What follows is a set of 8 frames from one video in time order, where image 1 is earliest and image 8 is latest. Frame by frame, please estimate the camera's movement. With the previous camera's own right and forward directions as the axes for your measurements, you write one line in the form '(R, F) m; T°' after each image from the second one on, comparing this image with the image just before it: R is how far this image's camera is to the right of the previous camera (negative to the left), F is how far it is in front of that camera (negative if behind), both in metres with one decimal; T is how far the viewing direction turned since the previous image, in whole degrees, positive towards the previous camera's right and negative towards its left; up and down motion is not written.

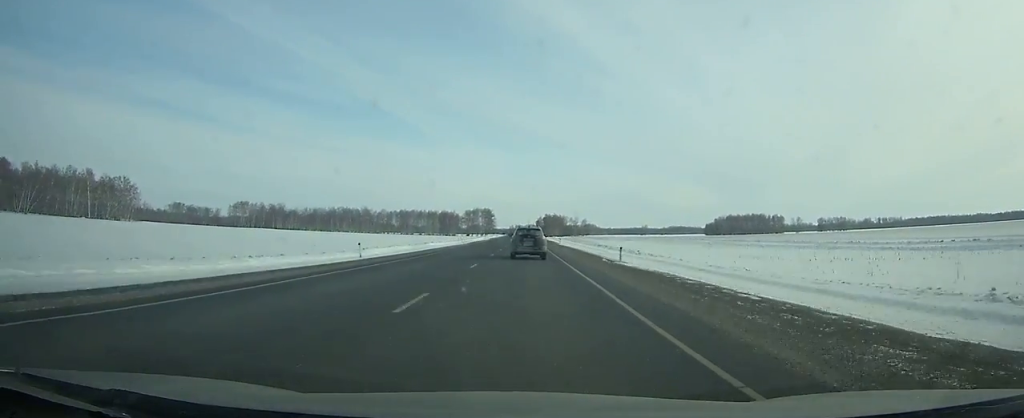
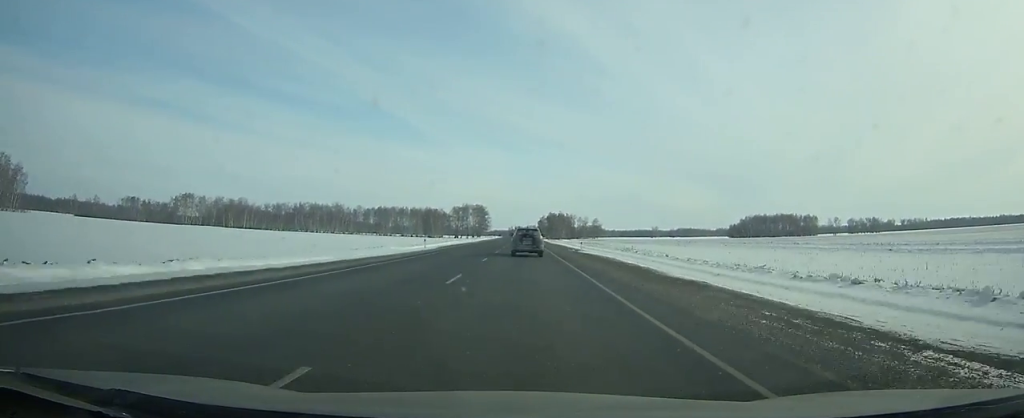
(0.0, +80.0) m; 0°
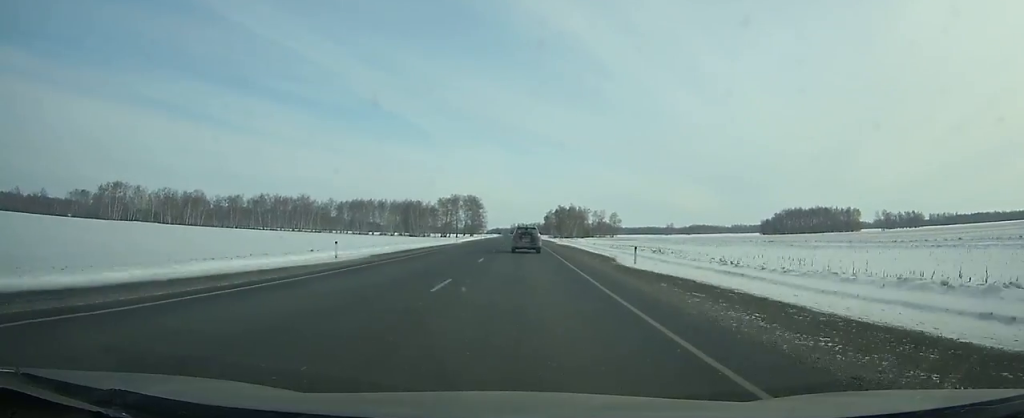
(-0.2, +73.7) m; 0°
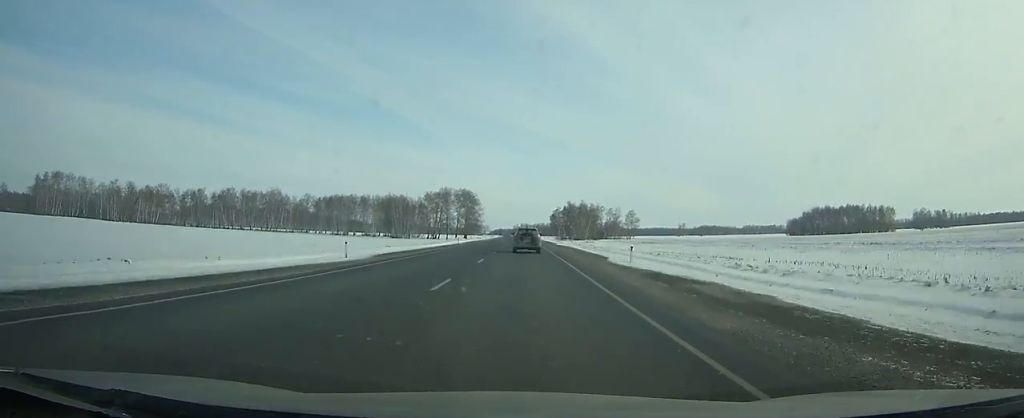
(-0.1, +48.0) m; 0°
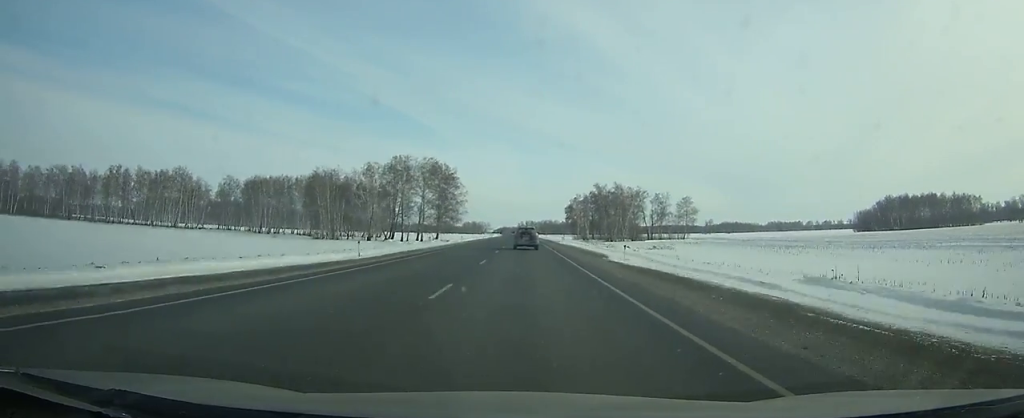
(-0.4, +98.2) m; 0°
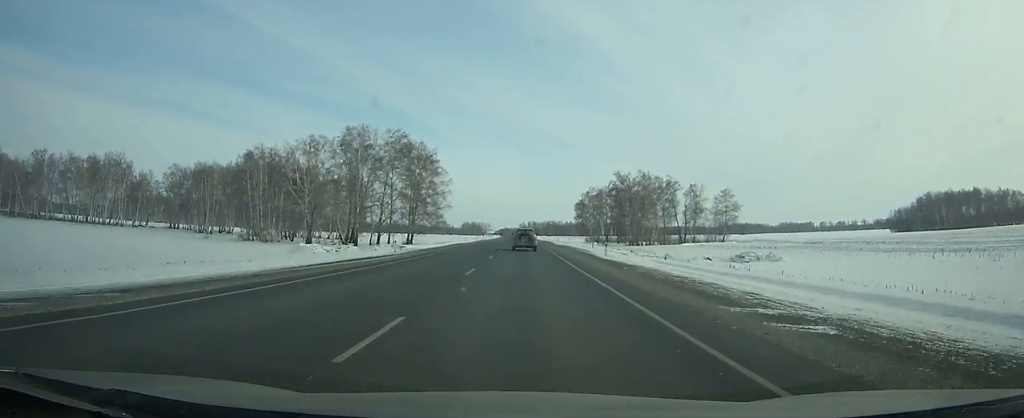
(-0.1, +41.6) m; 0°
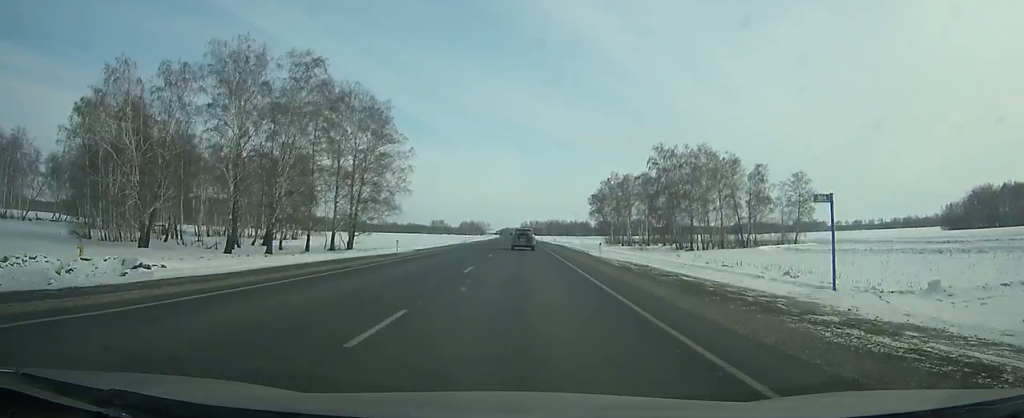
(0.0, +47.4) m; 0°
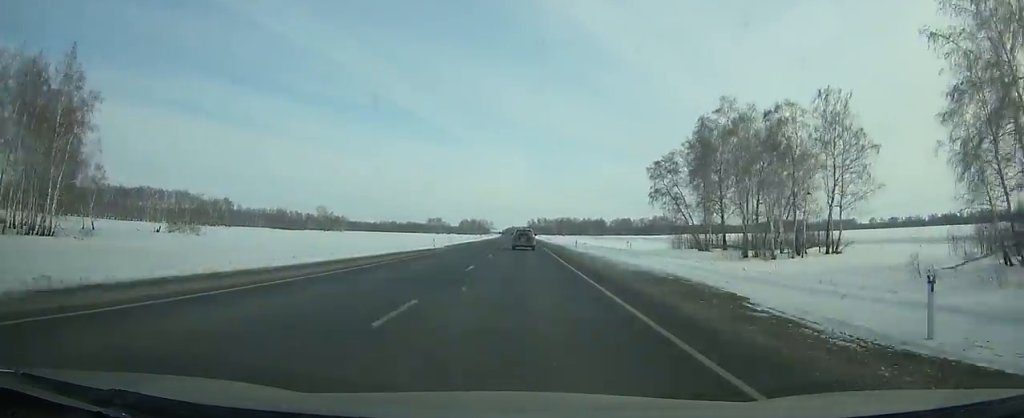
(-0.1, +81.7) m; 0°
